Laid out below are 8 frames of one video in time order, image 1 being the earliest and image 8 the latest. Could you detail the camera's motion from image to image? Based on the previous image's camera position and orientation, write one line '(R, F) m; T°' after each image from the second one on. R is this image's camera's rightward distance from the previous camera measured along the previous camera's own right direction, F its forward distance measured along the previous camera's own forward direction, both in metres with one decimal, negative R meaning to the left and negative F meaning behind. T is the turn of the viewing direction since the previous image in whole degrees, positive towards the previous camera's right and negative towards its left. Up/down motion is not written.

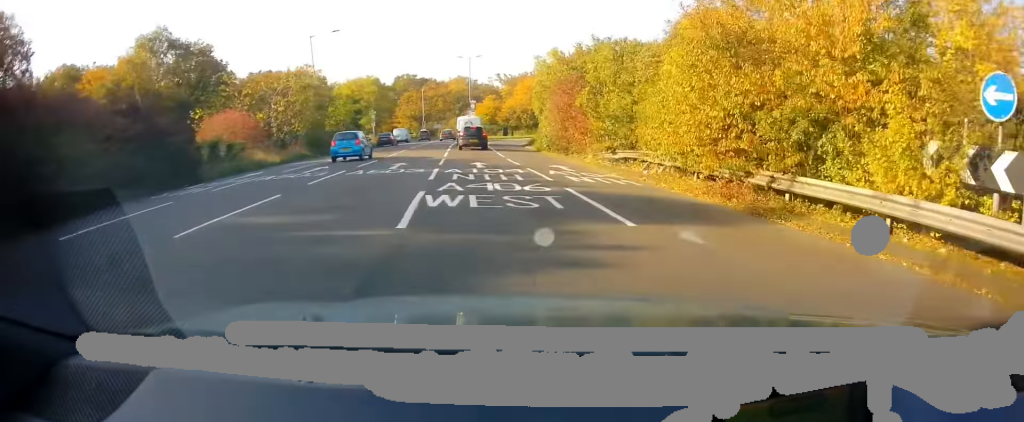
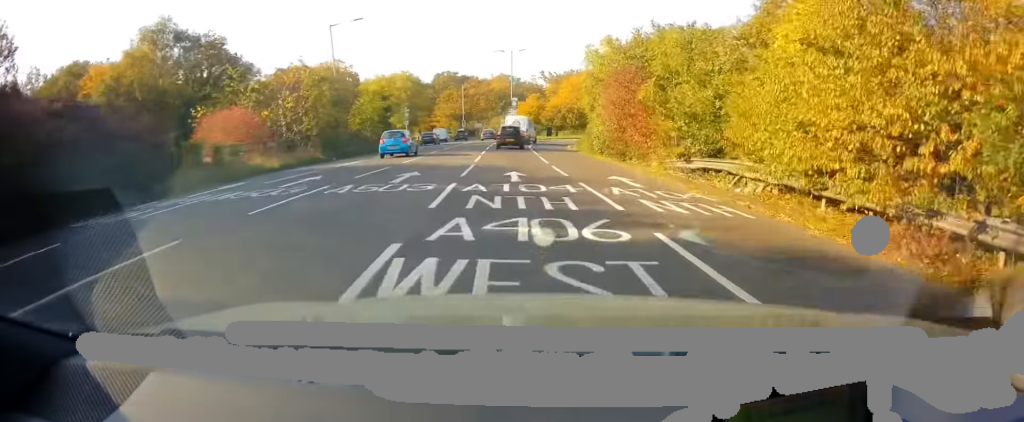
(-0.2, +5.2) m; -6°
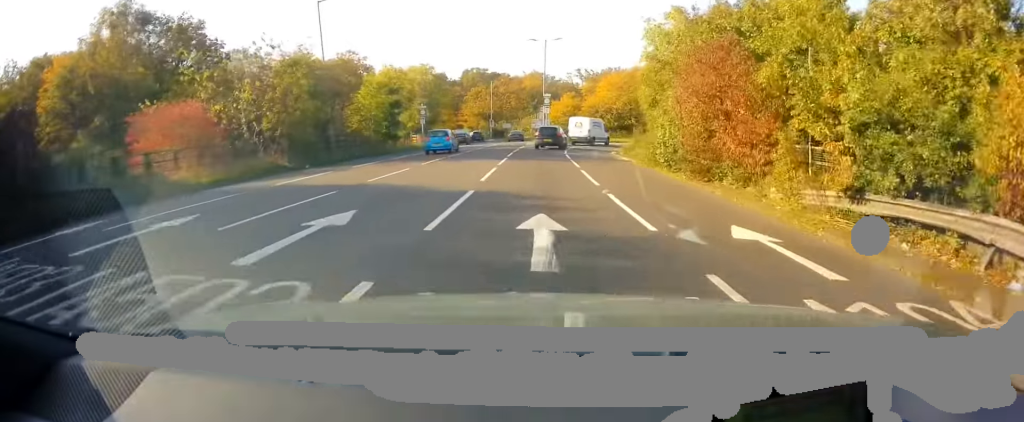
(-0.7, +8.8) m; -7°
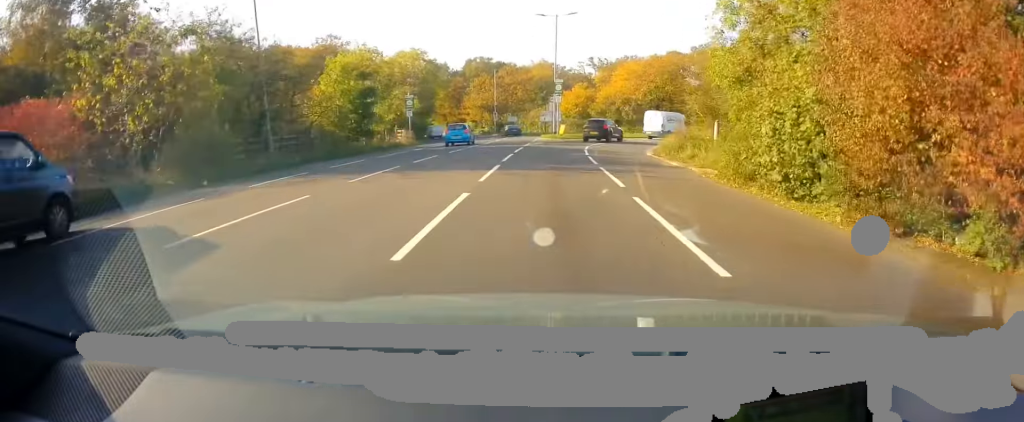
(-0.3, +9.4) m; 0°
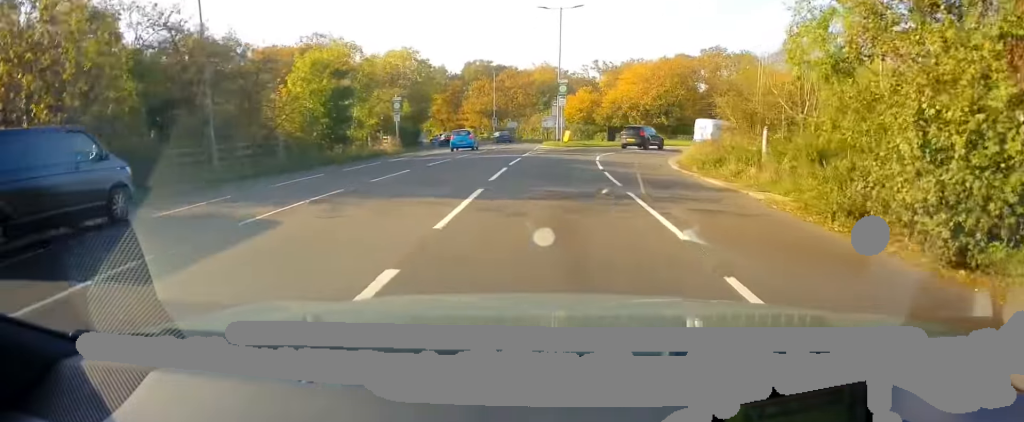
(+0.1, +5.0) m; +1°
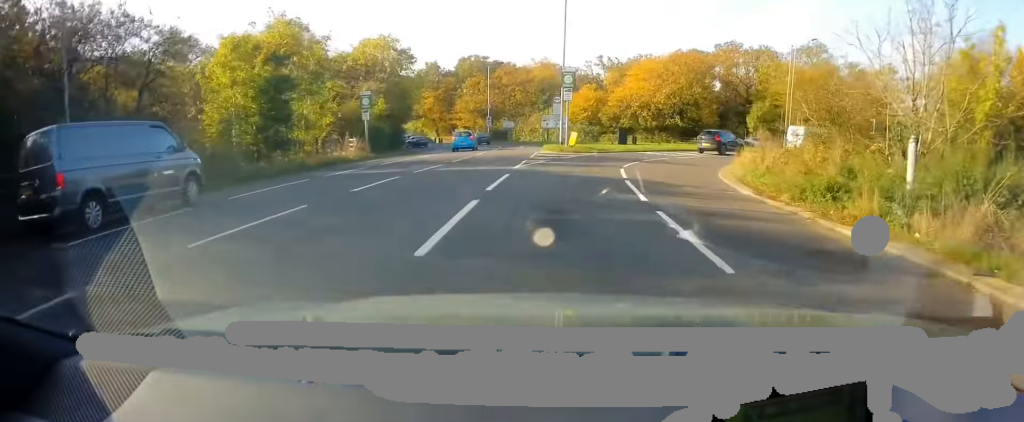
(0.0, +7.9) m; -2°
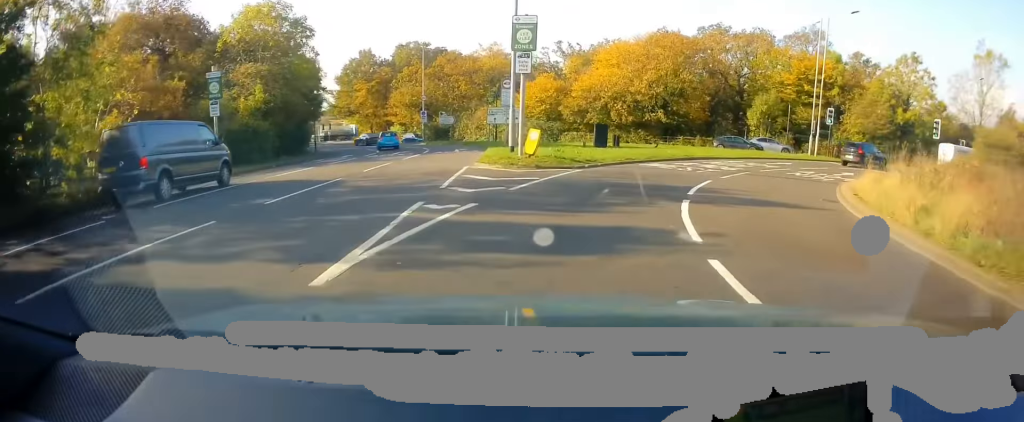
(-0.3, +13.9) m; +3°
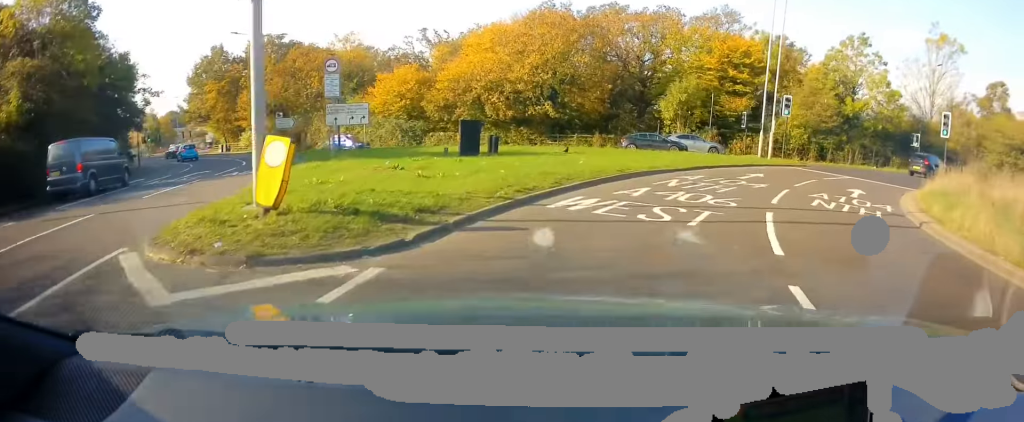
(+1.3, +11.9) m; +13°
